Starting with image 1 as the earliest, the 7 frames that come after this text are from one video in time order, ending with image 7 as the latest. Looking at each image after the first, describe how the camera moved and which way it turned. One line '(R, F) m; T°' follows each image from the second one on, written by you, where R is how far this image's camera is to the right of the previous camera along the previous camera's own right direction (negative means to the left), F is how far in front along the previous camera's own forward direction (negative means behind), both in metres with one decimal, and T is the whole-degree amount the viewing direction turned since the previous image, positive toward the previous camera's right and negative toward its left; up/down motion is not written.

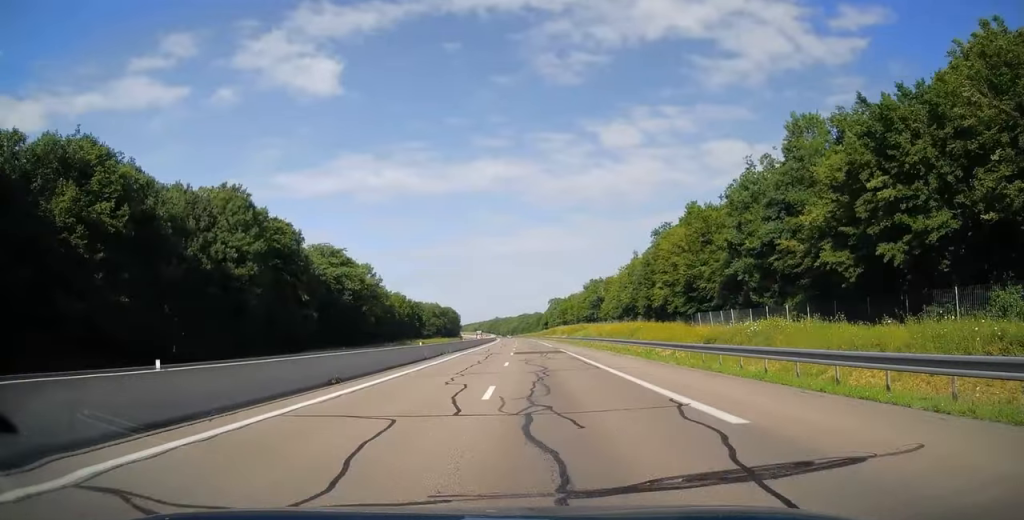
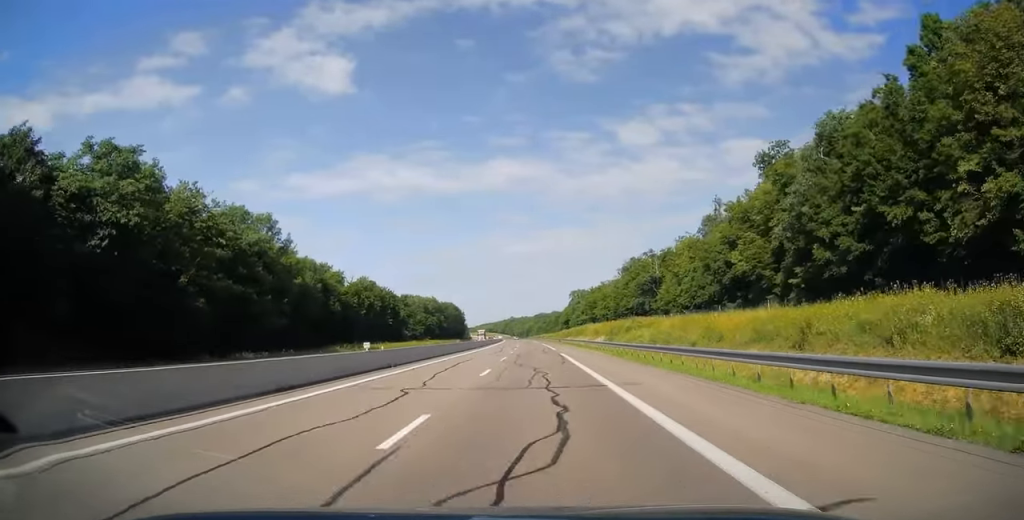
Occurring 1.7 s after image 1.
(-0.7, +55.9) m; -2°
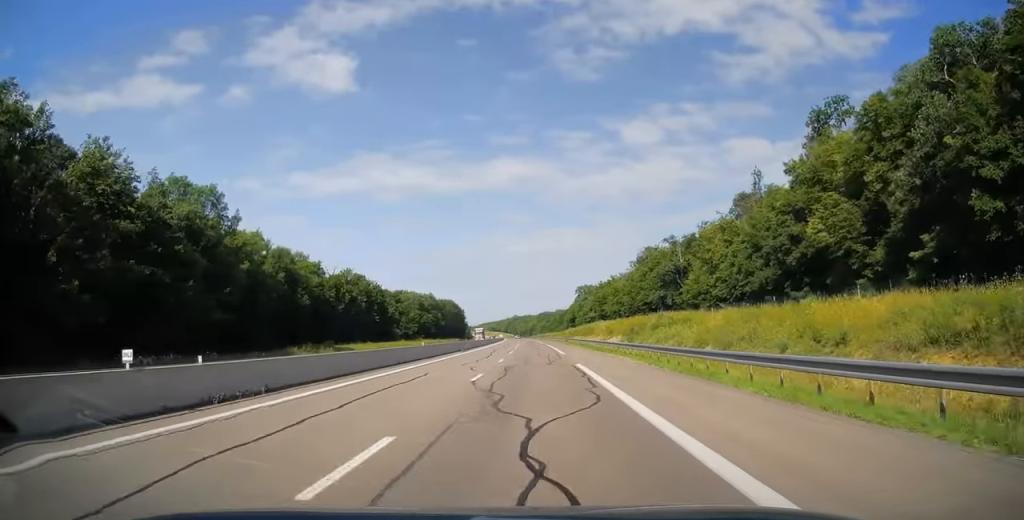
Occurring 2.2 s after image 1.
(-0.2, +15.0) m; 0°
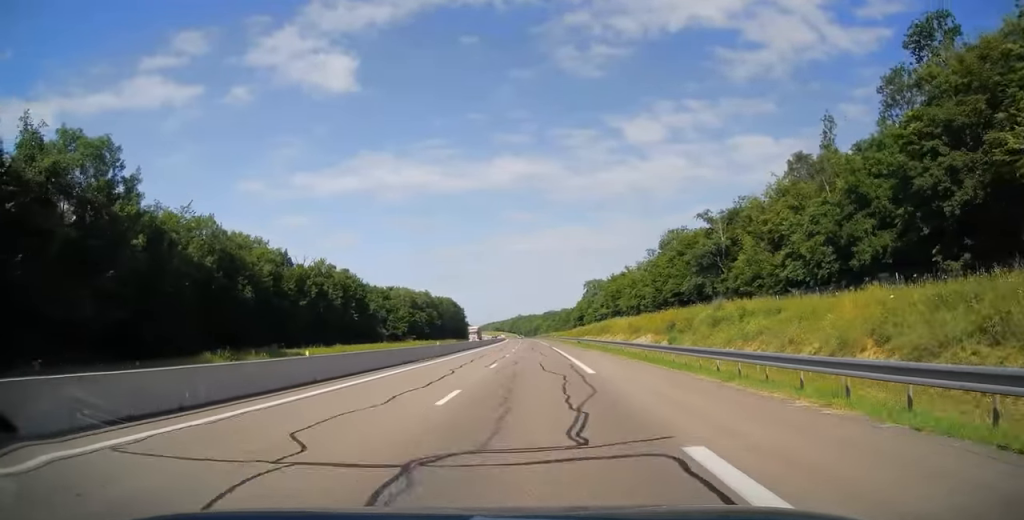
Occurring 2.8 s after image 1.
(-0.1, +18.7) m; 0°
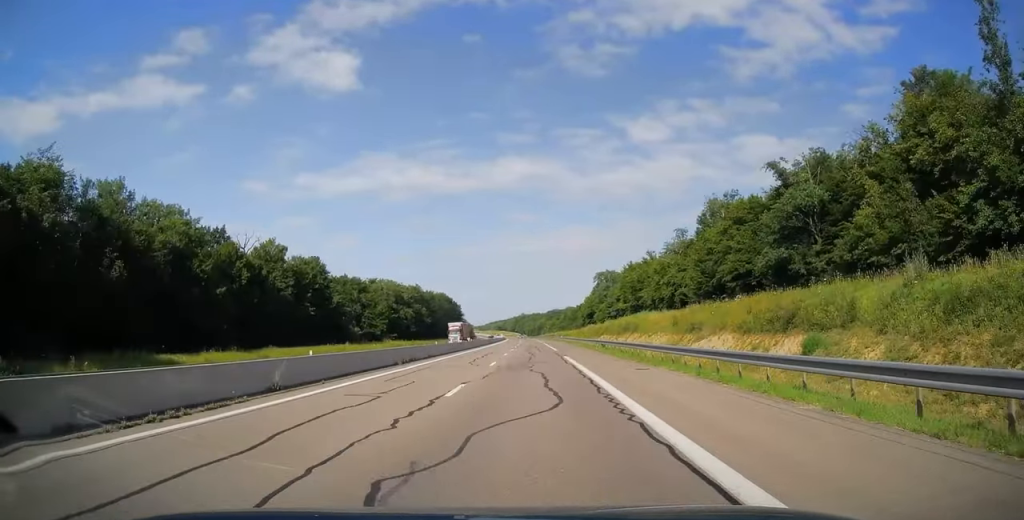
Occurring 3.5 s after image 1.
(+0.3, +23.8) m; 0°
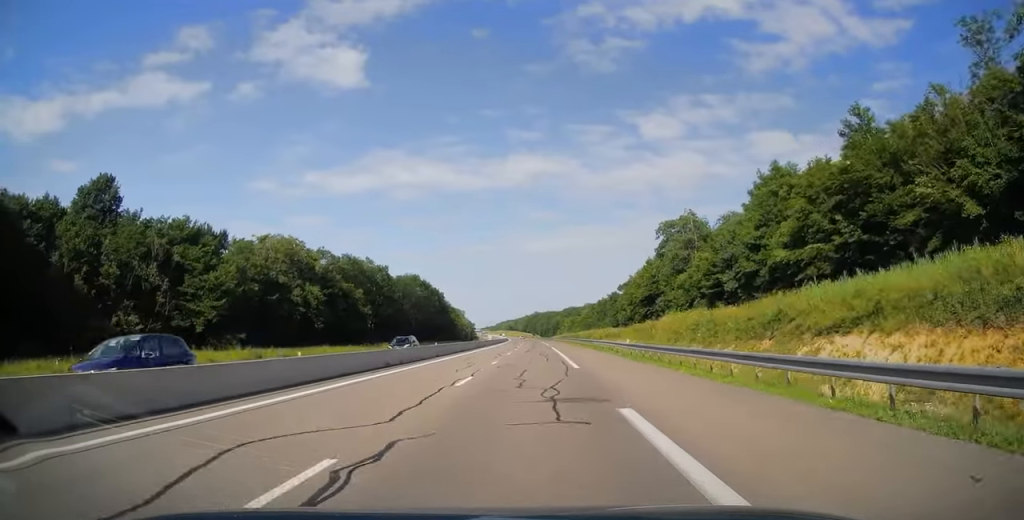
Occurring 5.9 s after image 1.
(-1.6, +73.7) m; -2°
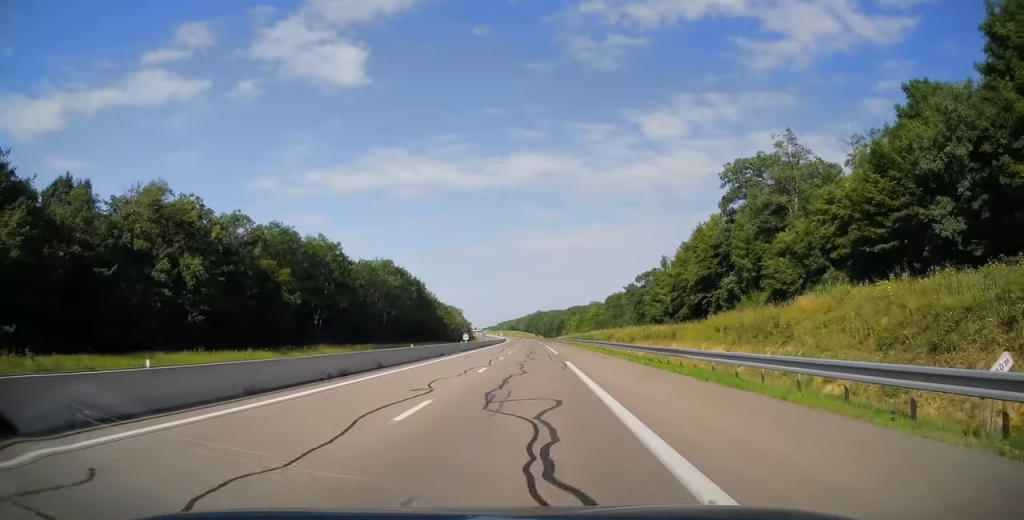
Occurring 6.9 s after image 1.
(-0.1, +32.4) m; 0°
